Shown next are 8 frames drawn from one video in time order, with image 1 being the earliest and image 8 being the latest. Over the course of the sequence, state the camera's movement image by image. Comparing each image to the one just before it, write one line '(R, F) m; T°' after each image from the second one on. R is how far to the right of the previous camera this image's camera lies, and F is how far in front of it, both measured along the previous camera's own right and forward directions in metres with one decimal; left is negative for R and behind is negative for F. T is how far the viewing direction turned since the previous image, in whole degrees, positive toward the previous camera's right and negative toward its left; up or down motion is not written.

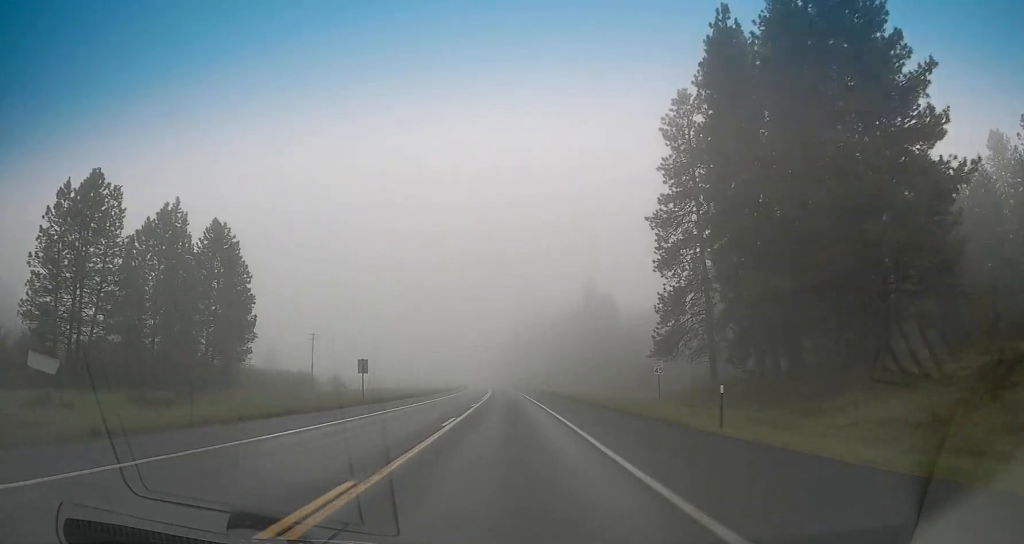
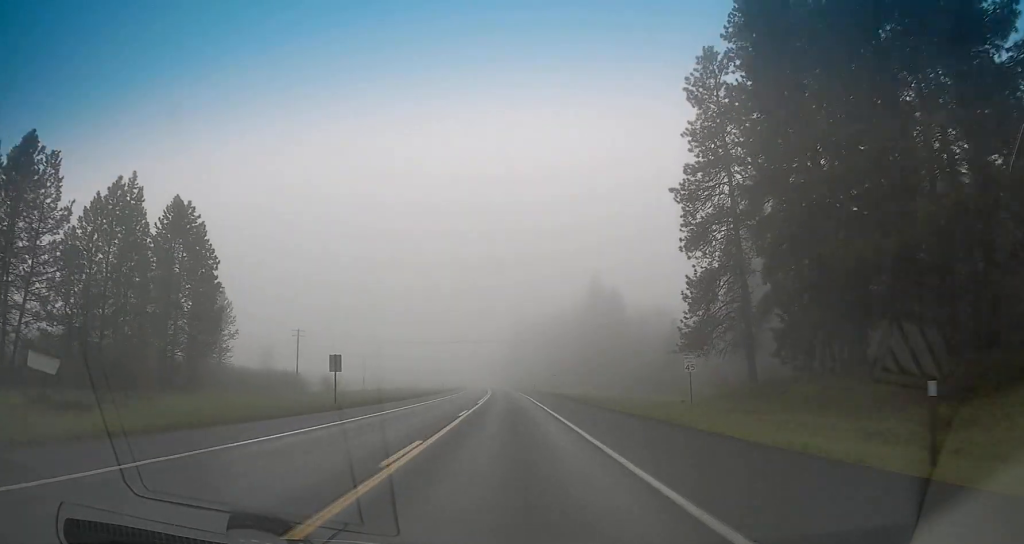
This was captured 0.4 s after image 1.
(+0.1, +9.2) m; -1°
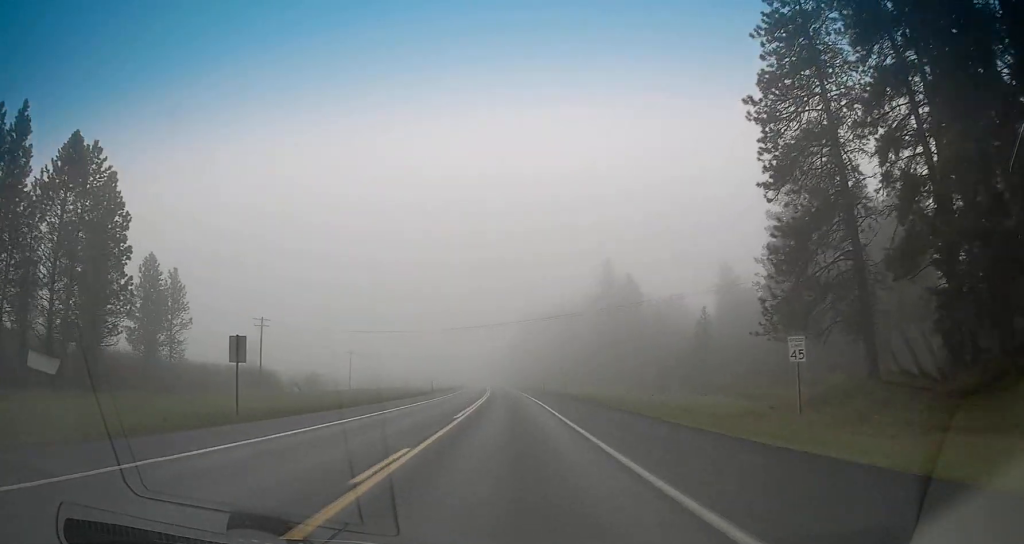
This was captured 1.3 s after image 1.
(0.0, +17.6) m; -1°
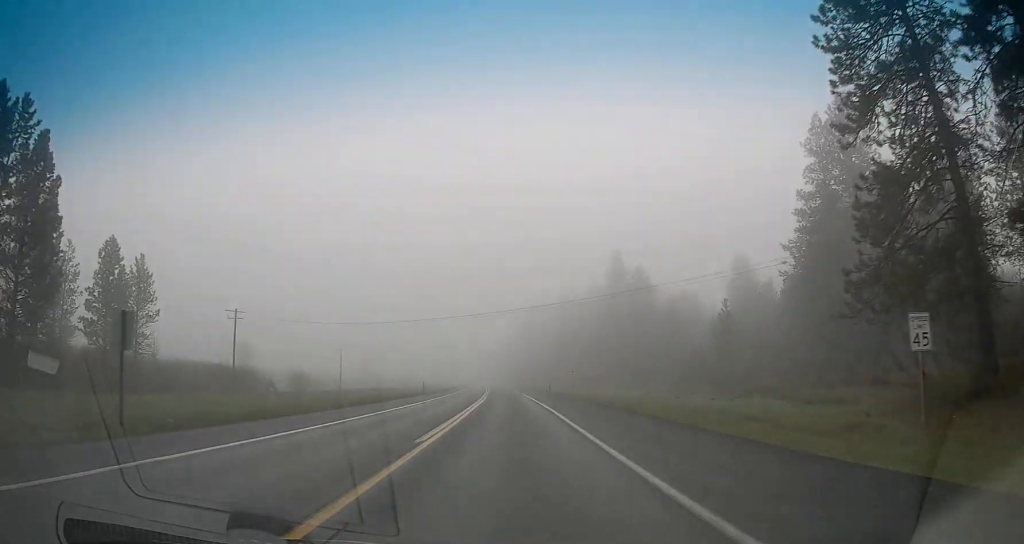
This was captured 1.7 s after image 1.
(-0.3, +9.7) m; -1°
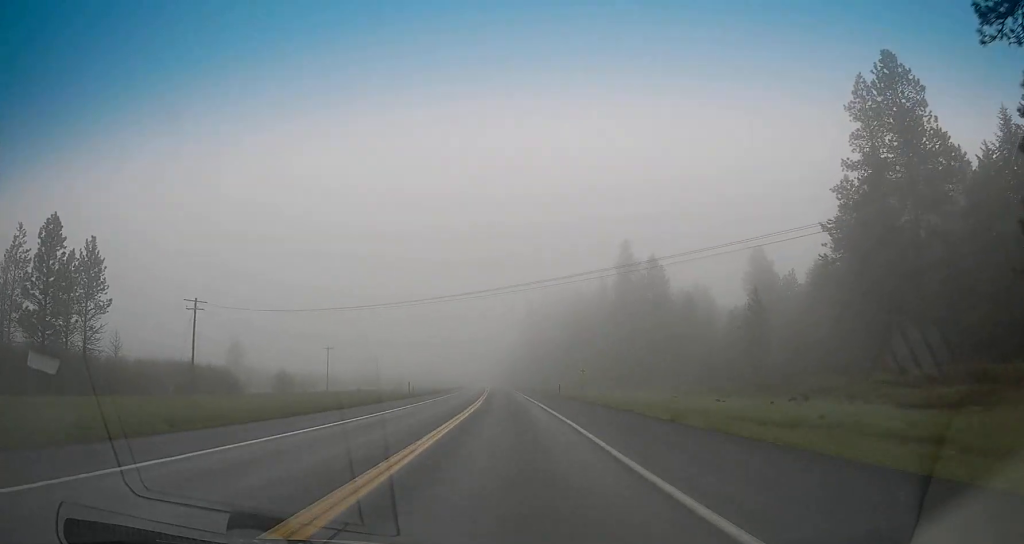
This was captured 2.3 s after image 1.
(-0.1, +11.7) m; 0°
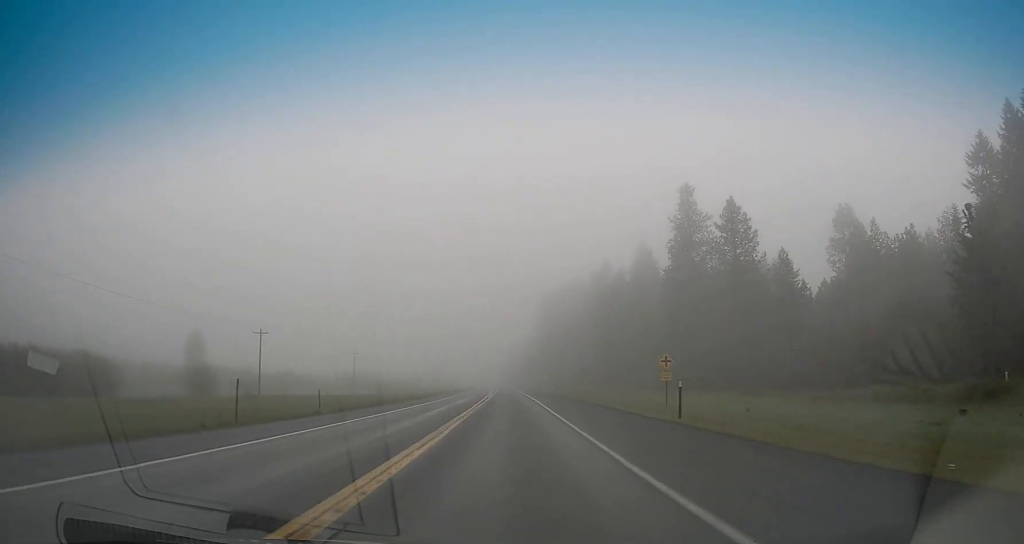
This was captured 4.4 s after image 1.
(+0.4, +41.4) m; 0°
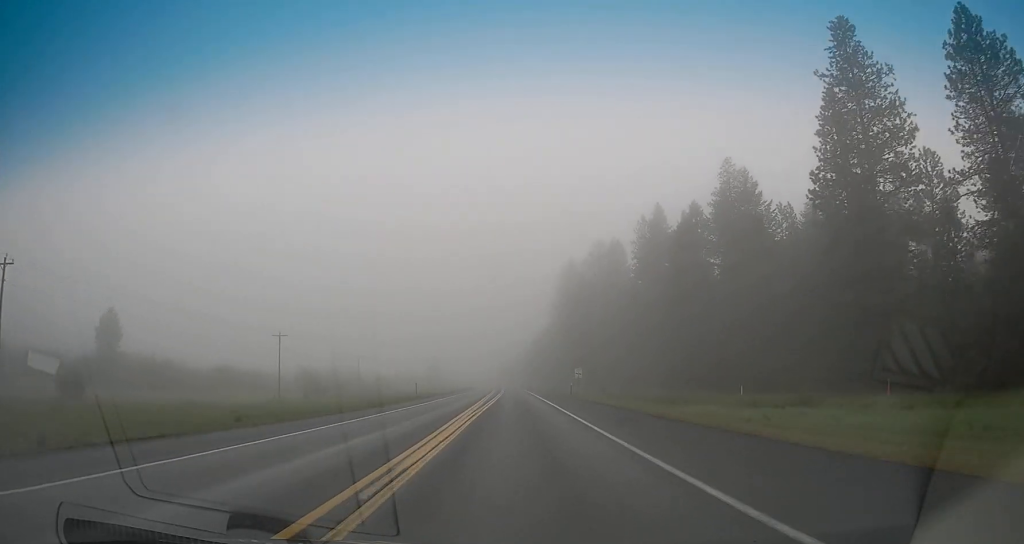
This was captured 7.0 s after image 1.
(-1.7, +51.2) m; -3°
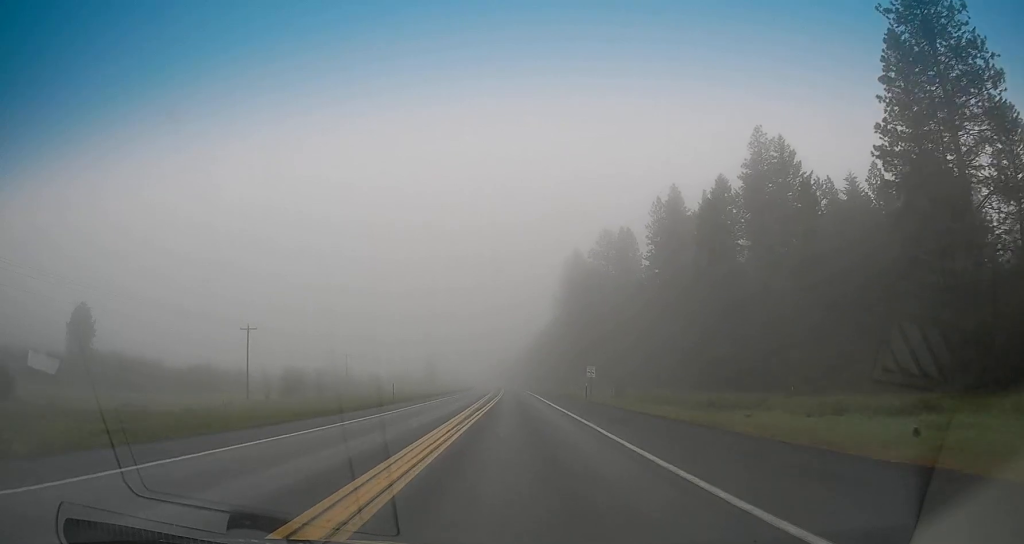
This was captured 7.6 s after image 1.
(+0.2, +11.9) m; +1°
